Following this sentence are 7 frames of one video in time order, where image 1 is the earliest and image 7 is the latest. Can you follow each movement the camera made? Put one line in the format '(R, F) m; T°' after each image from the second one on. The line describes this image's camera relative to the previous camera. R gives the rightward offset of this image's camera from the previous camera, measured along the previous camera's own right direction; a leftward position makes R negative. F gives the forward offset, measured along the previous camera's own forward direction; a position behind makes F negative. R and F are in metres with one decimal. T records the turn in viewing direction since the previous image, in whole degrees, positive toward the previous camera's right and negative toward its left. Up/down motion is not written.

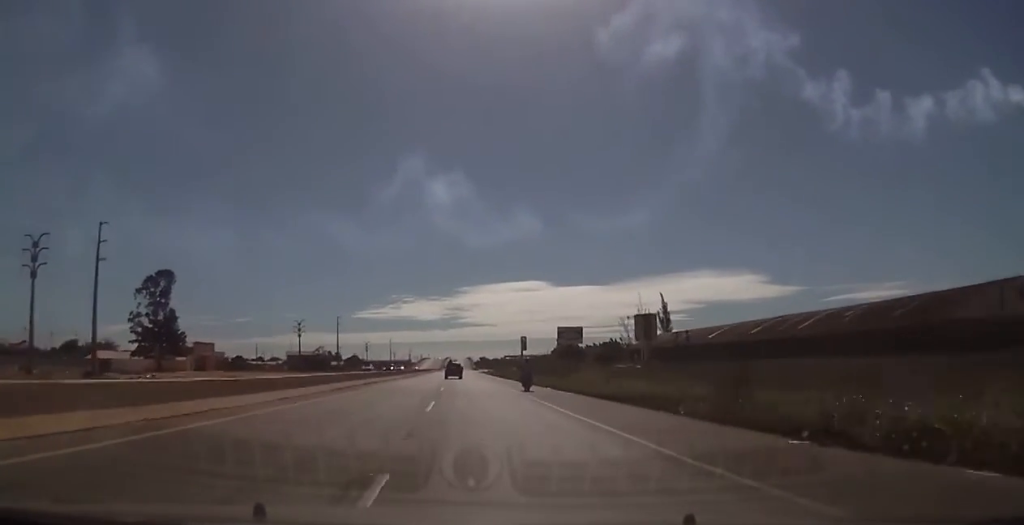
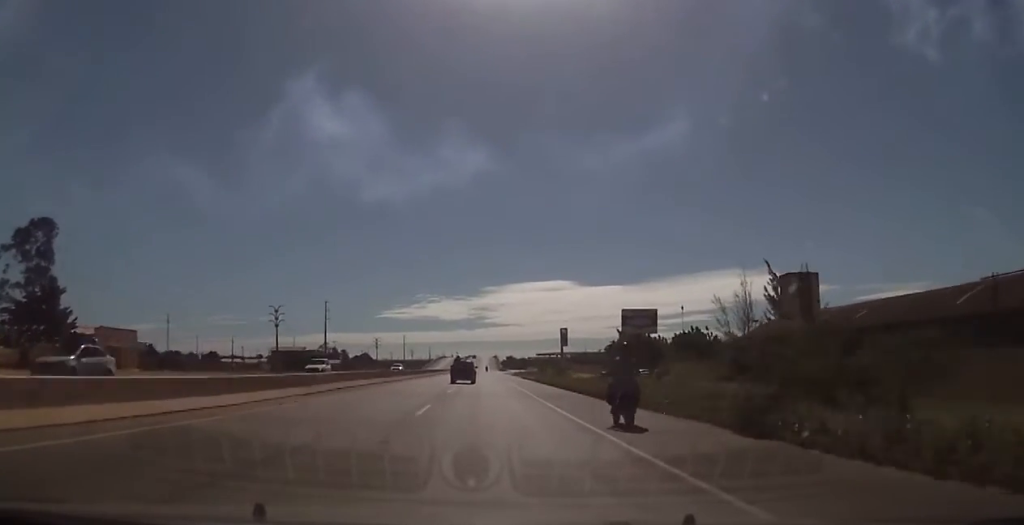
(+0.1, +52.6) m; 0°
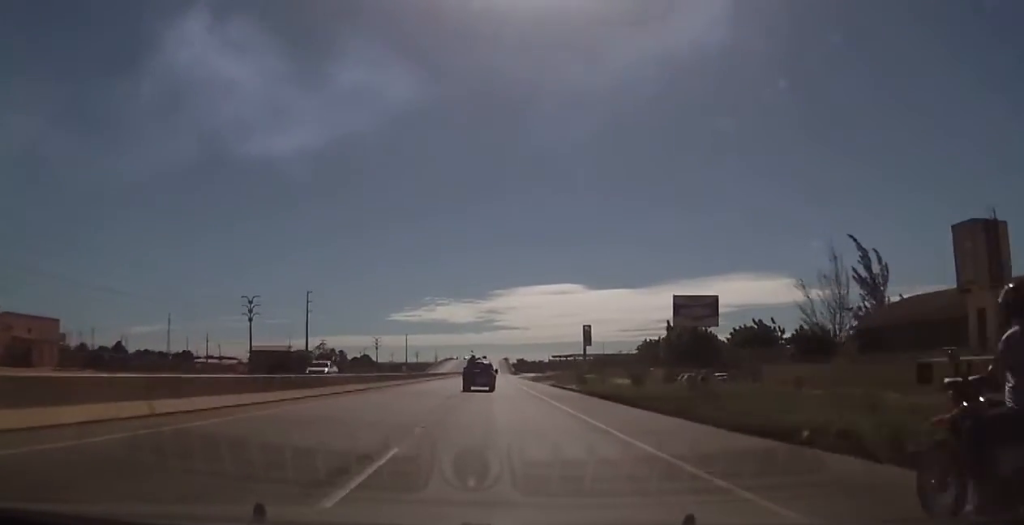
(-0.3, +26.8) m; -1°
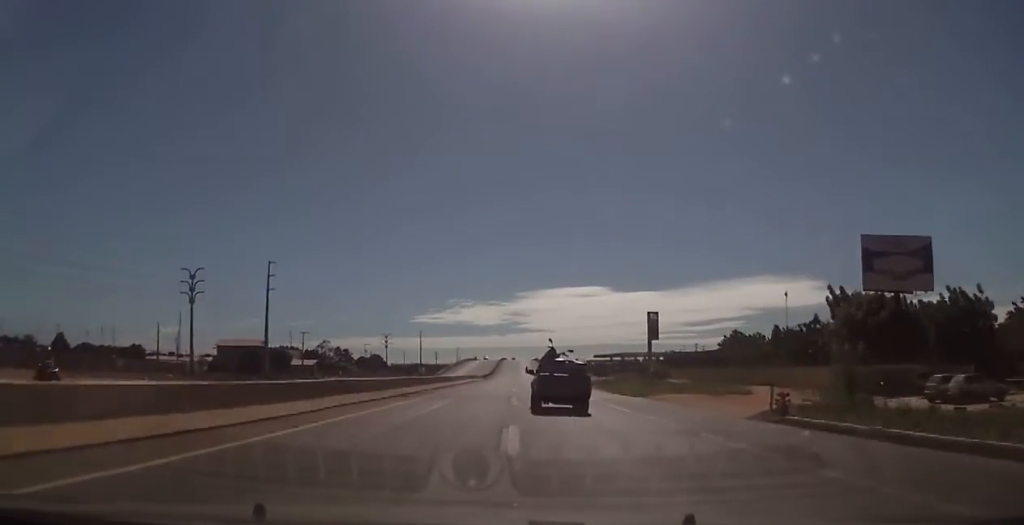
(-0.8, +37.9) m; -3°
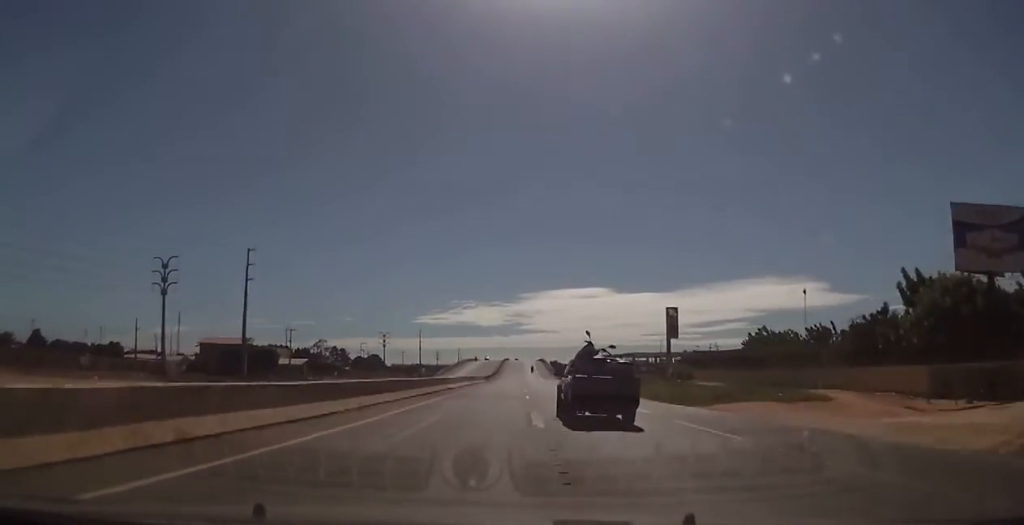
(-0.1, +8.5) m; 0°
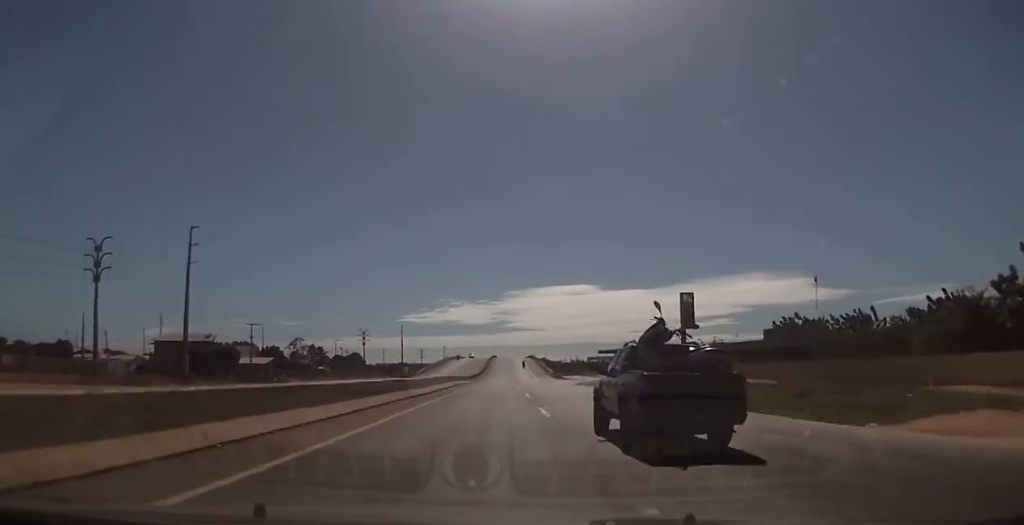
(-0.1, +11.2) m; 0°
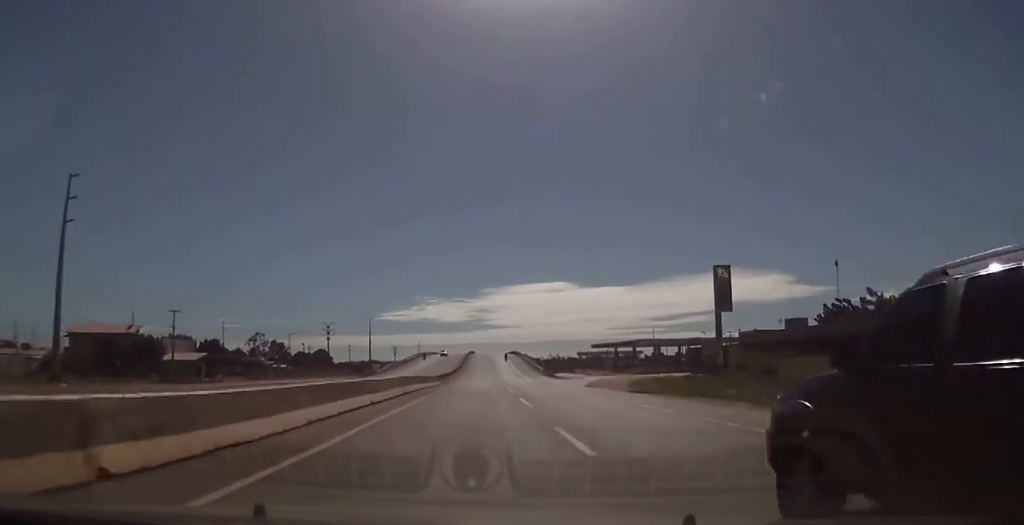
(+0.2, +17.2) m; +2°
